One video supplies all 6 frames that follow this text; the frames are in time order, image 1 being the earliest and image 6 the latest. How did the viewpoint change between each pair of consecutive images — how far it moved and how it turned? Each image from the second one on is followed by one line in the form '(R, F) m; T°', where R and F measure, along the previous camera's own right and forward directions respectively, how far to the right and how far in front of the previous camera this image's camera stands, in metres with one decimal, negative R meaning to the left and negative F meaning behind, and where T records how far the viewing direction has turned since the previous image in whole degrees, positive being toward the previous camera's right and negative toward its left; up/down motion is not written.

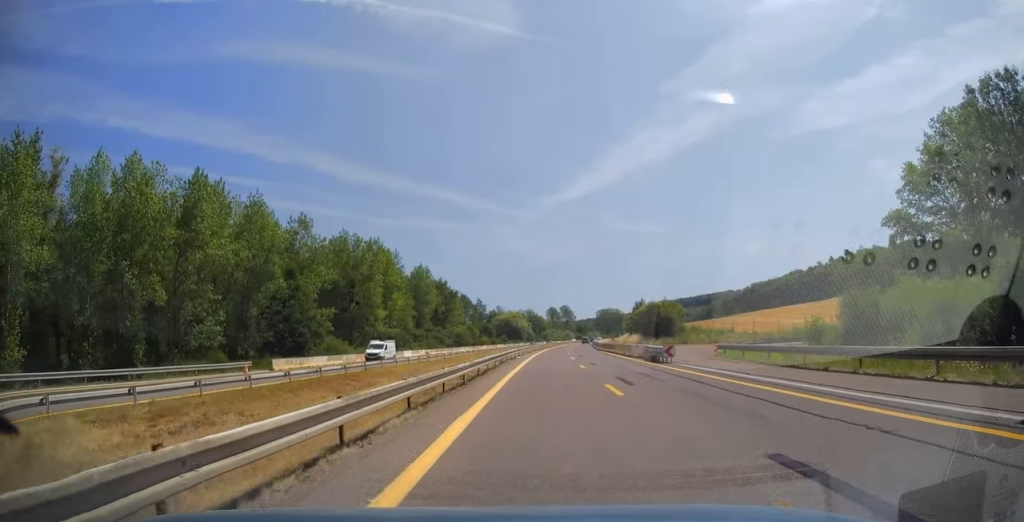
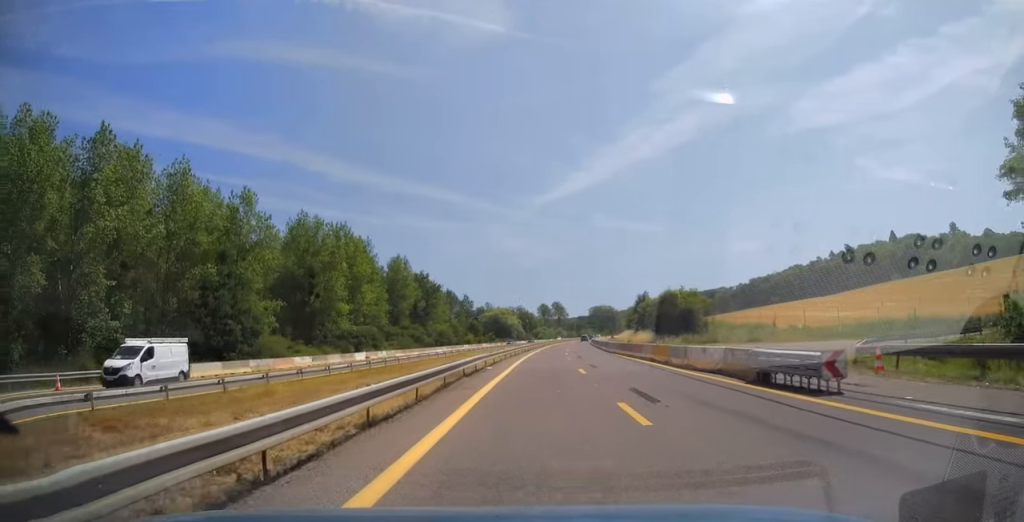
(0.0, +17.8) m; +1°
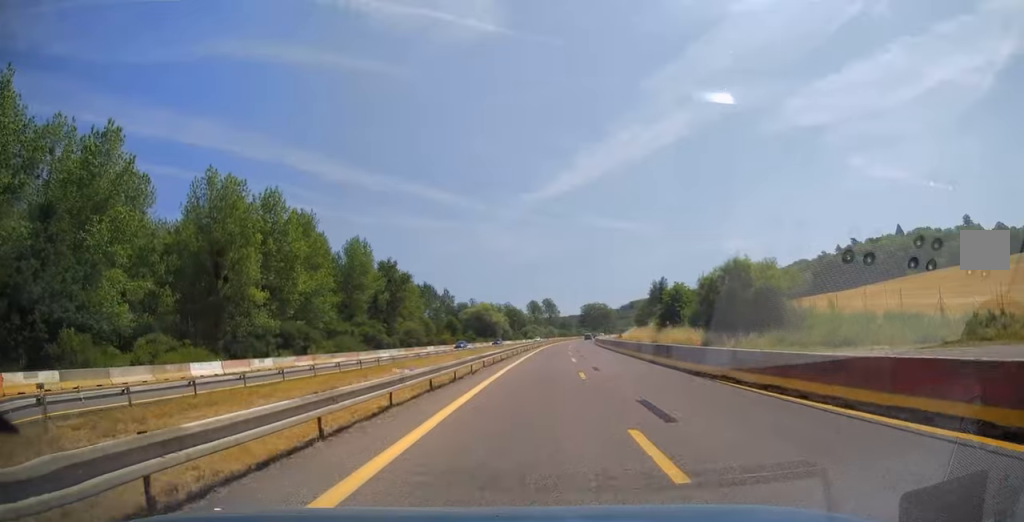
(+0.4, +29.5) m; +1°
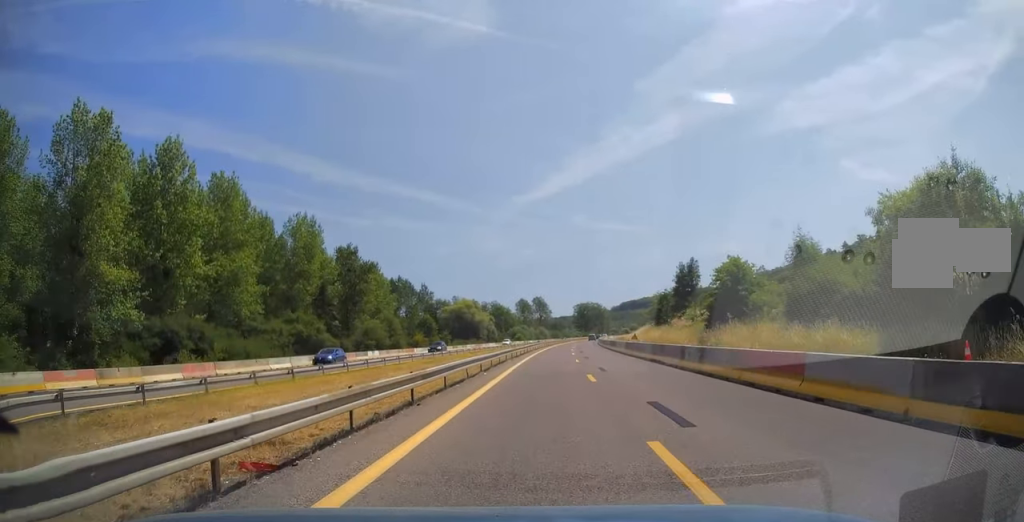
(+0.1, +26.9) m; +1°
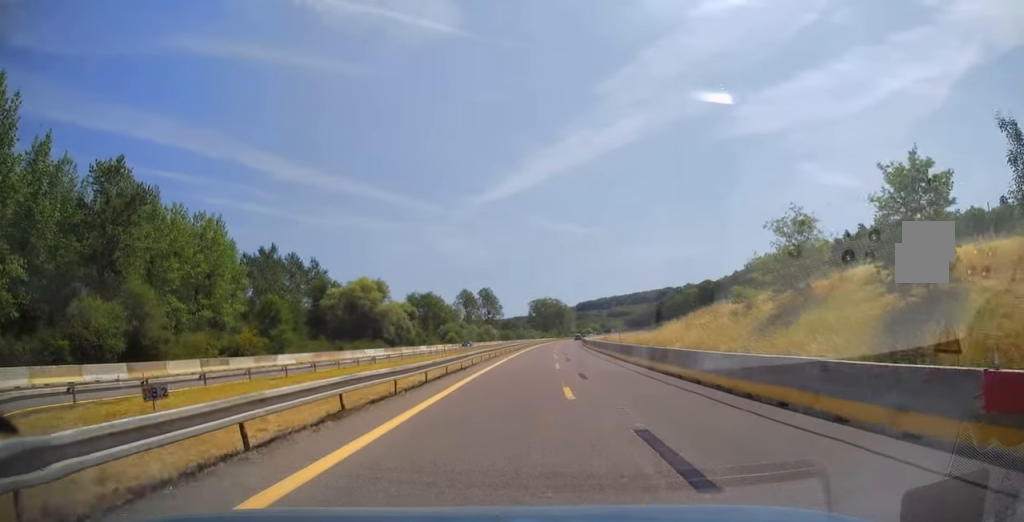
(+3.2, +69.7) m; +5°
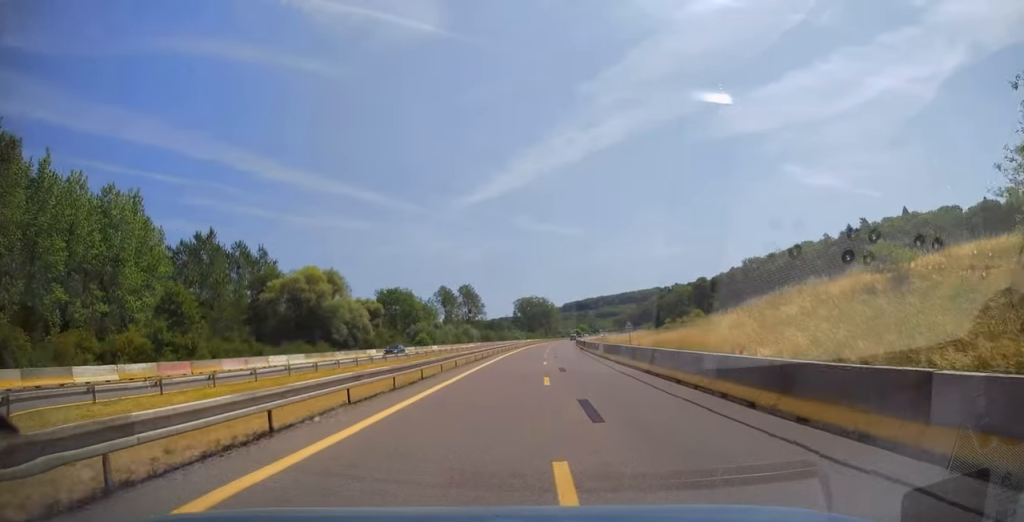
(+0.3, +22.3) m; +1°
